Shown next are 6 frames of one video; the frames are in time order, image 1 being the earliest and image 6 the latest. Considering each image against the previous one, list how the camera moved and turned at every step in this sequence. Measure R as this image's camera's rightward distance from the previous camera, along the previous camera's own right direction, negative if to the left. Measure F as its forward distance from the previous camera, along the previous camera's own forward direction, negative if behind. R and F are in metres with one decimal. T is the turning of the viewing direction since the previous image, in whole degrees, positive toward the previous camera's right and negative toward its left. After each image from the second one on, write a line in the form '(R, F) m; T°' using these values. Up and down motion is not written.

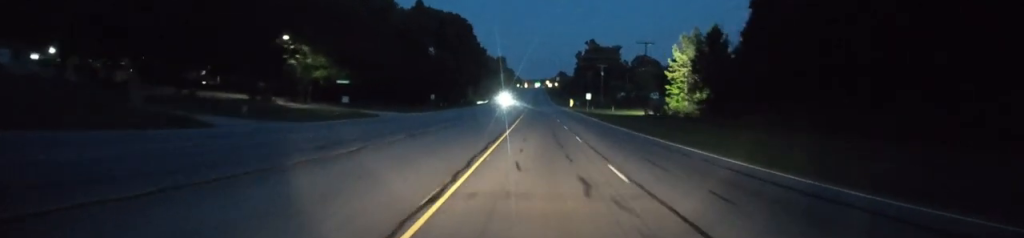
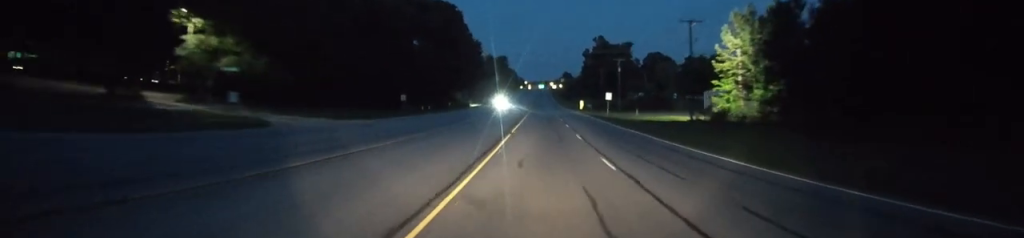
(-0.1, +21.8) m; 0°
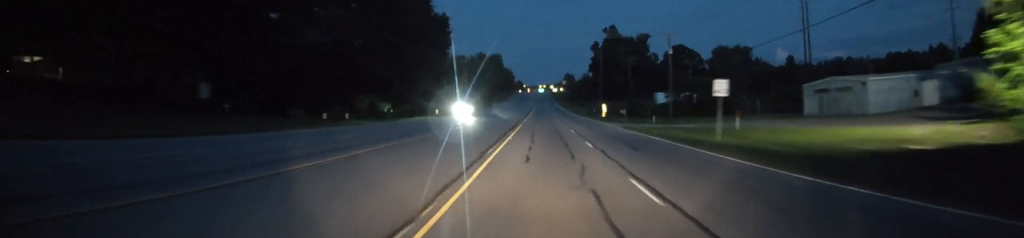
(+0.3, +42.8) m; +1°
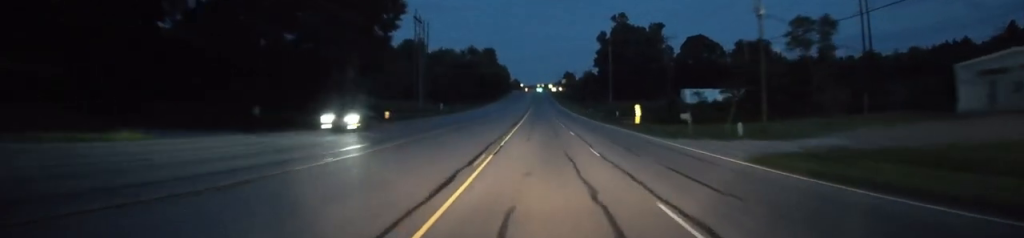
(+0.3, +28.6) m; 0°
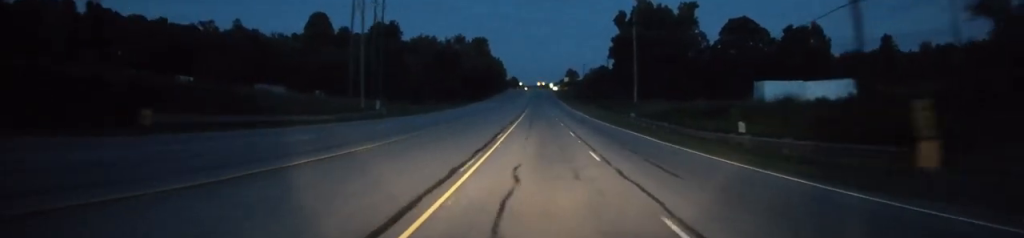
(-0.1, +39.5) m; 0°
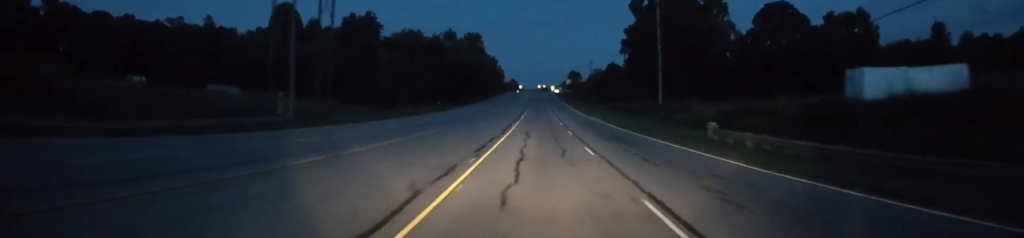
(-0.2, +23.6) m; -1°
